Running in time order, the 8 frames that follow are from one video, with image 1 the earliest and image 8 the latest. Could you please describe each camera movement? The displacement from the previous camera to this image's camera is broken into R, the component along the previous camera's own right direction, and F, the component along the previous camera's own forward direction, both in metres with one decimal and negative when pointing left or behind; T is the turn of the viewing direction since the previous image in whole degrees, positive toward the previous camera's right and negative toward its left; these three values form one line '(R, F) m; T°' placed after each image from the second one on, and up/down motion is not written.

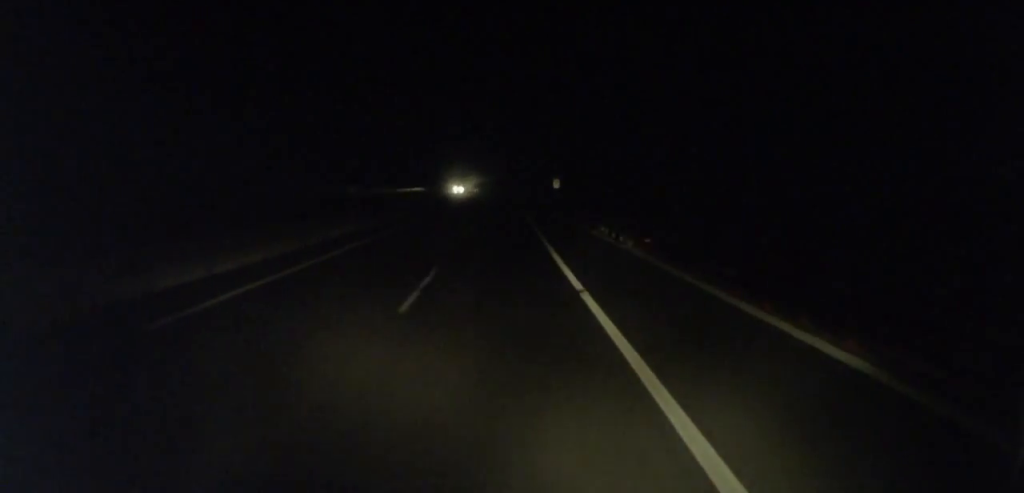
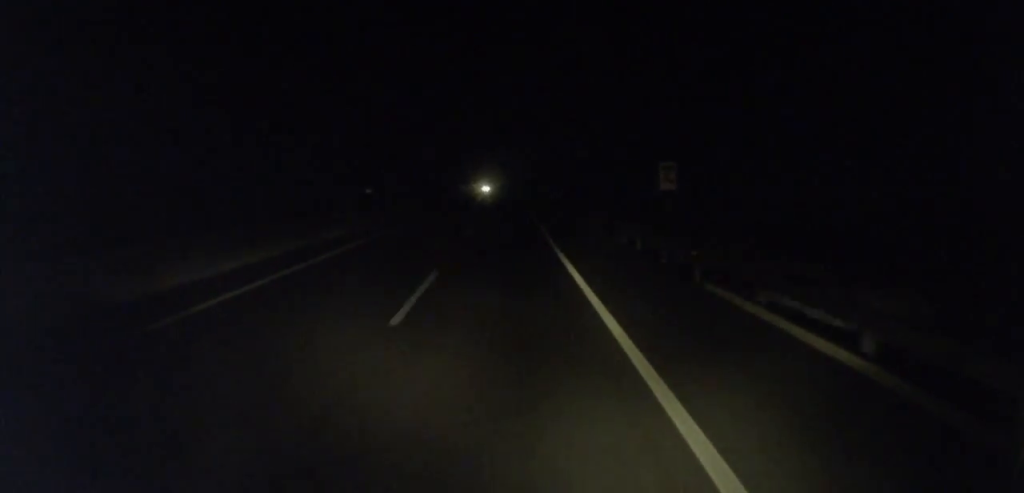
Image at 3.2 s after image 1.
(-0.2, +68.7) m; +1°
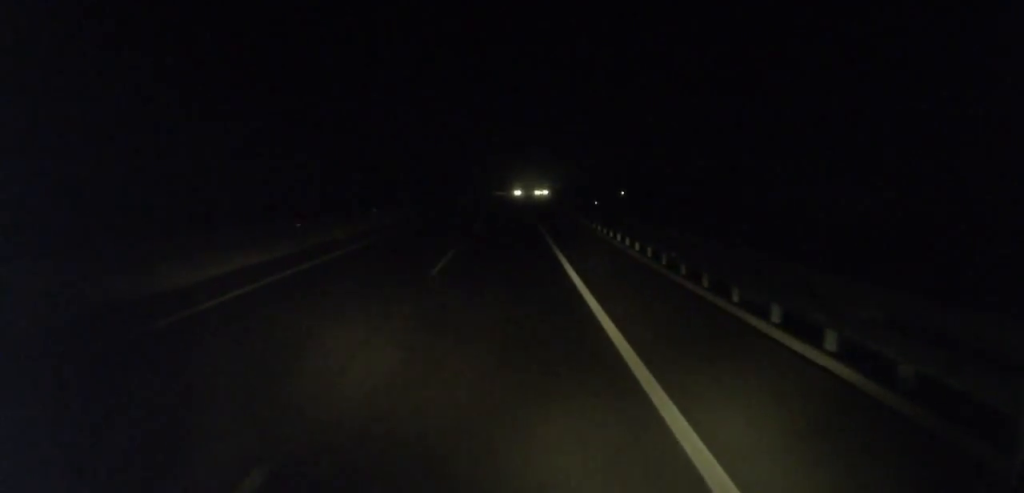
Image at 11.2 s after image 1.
(+5.5, +167.6) m; +3°
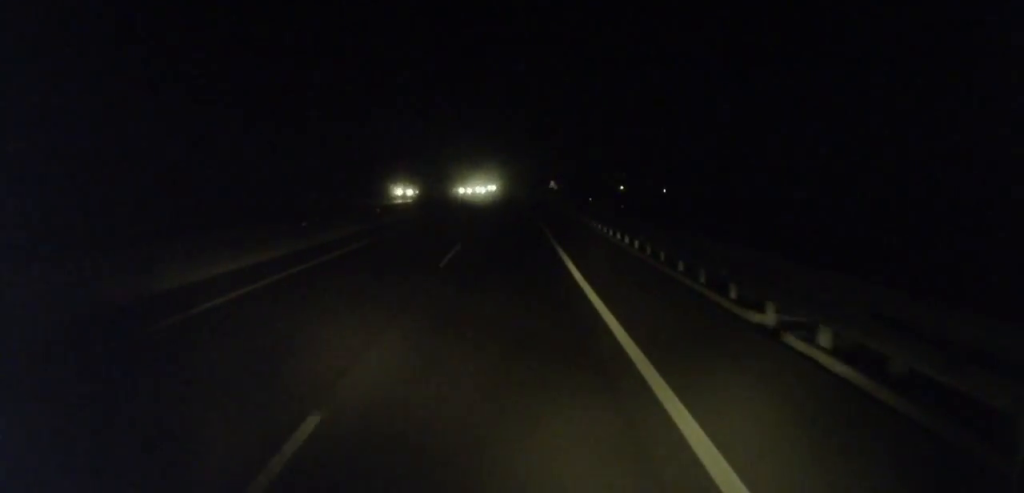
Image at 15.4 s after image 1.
(+1.1, +86.0) m; +3°
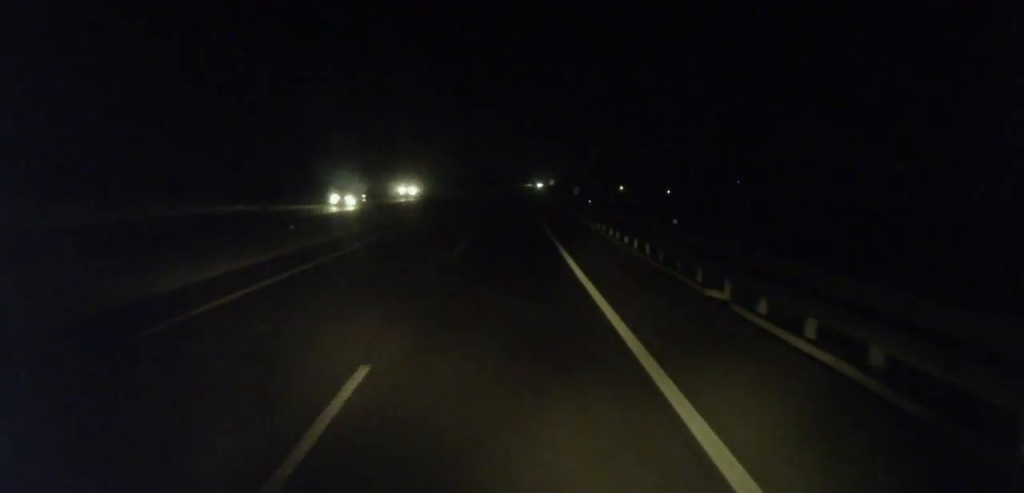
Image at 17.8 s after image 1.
(+1.1, +50.0) m; +3°
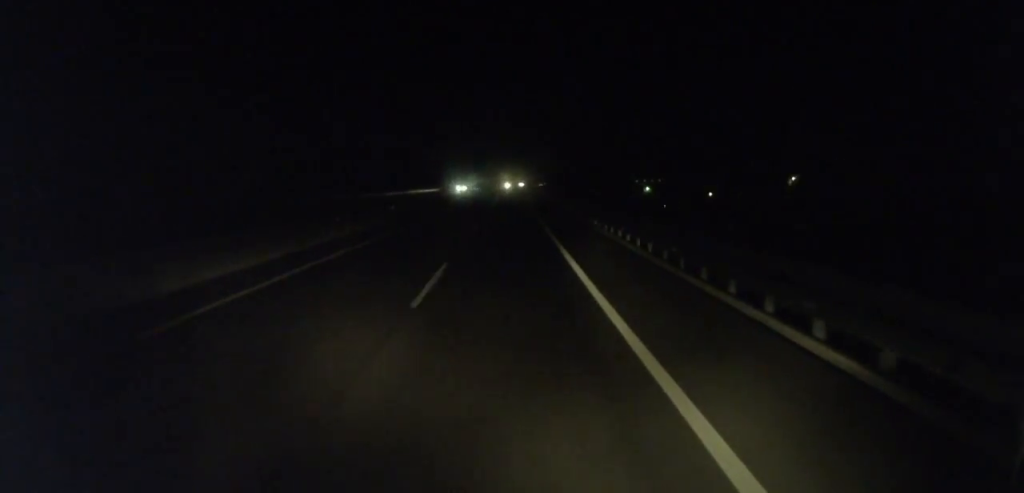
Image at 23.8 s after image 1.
(+7.7, +125.4) m; +6°
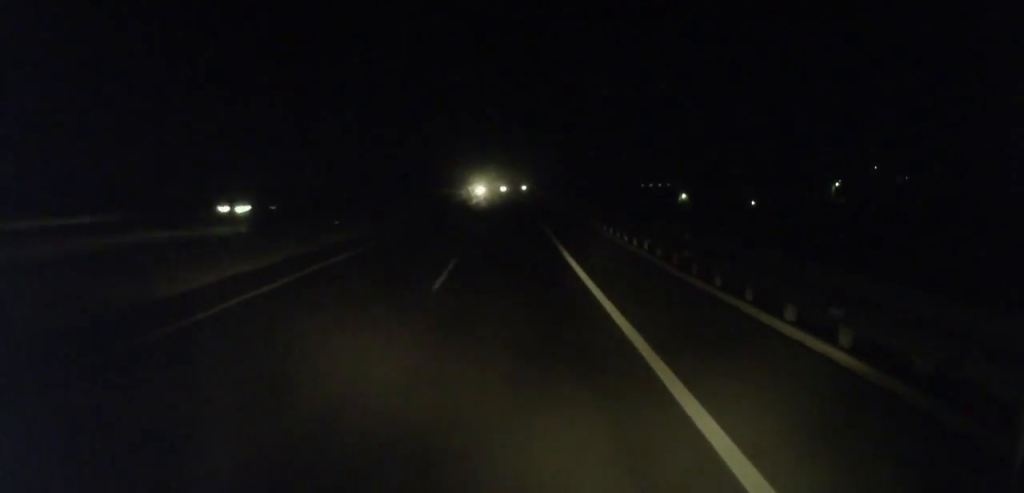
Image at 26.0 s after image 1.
(+0.9, +47.8) m; +1°
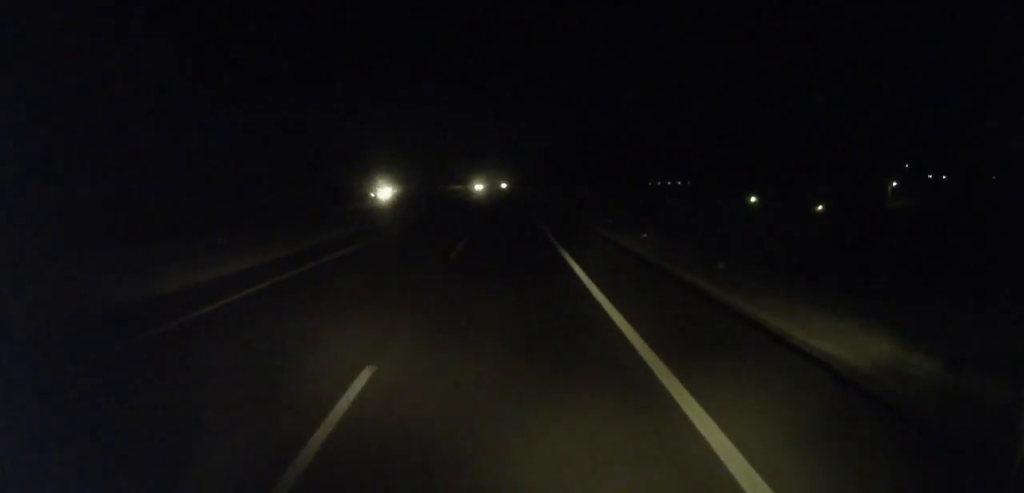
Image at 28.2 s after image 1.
(+0.4, +45.5) m; 0°
